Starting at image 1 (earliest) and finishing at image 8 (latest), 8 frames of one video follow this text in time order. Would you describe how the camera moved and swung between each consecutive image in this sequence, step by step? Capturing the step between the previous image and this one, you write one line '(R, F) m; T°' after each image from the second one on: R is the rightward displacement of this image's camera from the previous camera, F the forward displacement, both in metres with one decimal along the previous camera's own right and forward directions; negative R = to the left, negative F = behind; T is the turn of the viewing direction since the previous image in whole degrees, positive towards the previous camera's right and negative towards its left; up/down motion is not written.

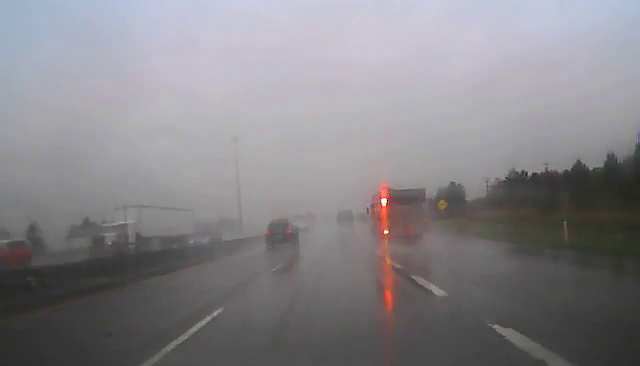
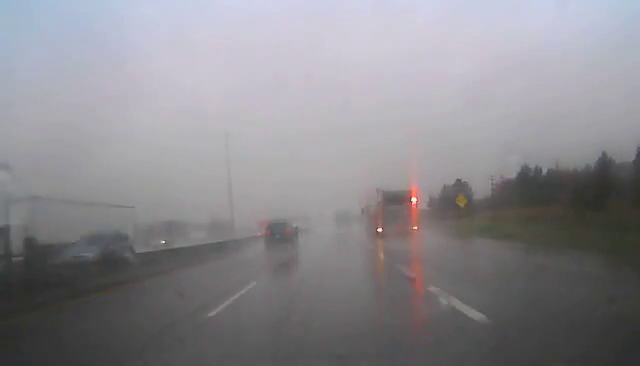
(0.0, +8.2) m; +1°
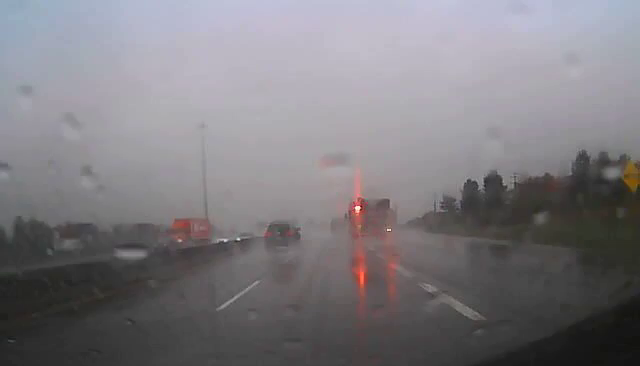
(+0.5, +25.6) m; +2°
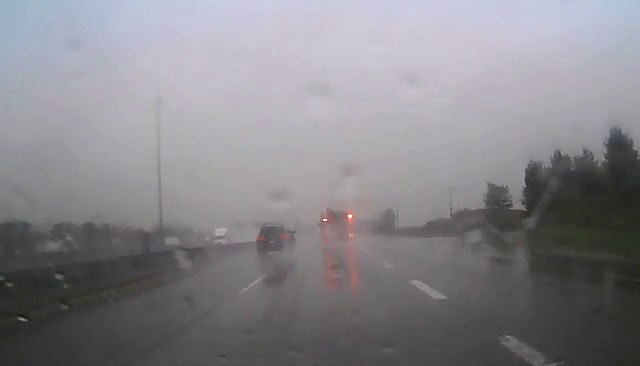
(+0.4, +35.5) m; +2°
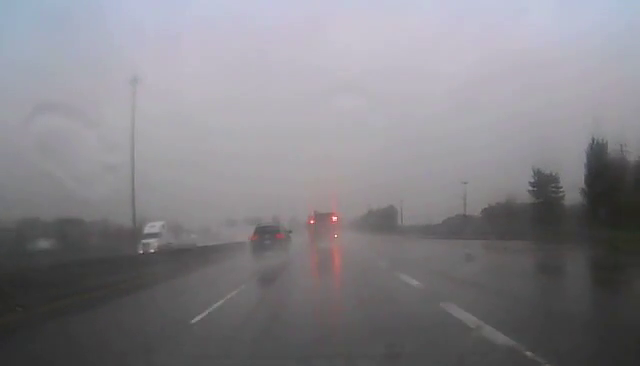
(+0.1, +16.6) m; 0°
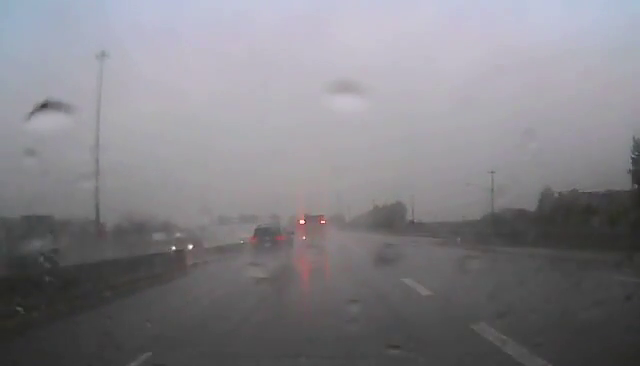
(0.0, +19.2) m; 0°
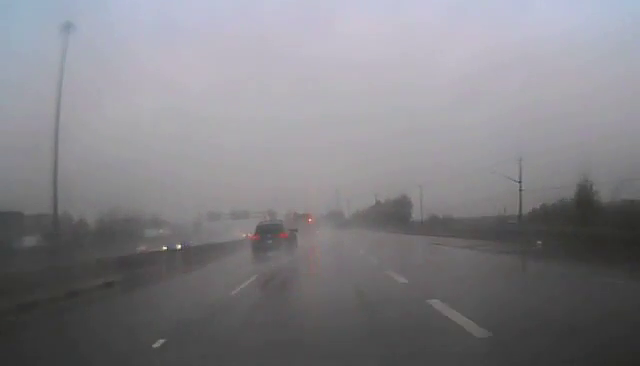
(+0.1, +15.6) m; 0°
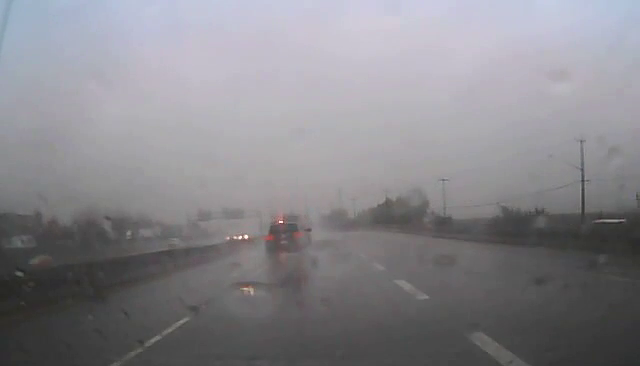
(0.0, +20.9) m; 0°
